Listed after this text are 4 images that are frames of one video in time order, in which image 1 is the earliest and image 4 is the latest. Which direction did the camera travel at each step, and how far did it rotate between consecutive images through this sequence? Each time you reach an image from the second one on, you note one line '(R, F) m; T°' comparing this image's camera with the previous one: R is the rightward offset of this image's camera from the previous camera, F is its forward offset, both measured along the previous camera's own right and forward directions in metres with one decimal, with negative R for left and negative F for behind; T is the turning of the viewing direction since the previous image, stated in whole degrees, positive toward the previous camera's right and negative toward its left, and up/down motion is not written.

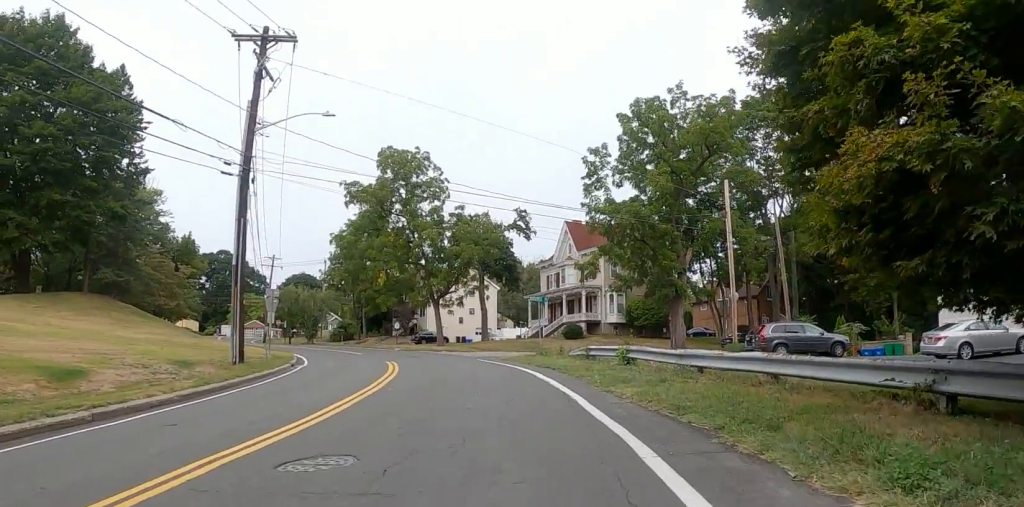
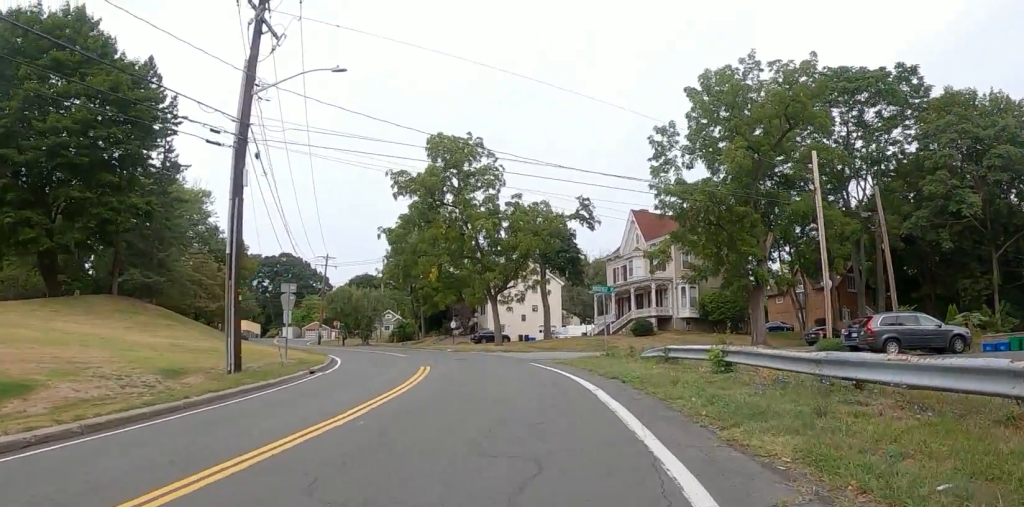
(+0.1, +5.0) m; -11°
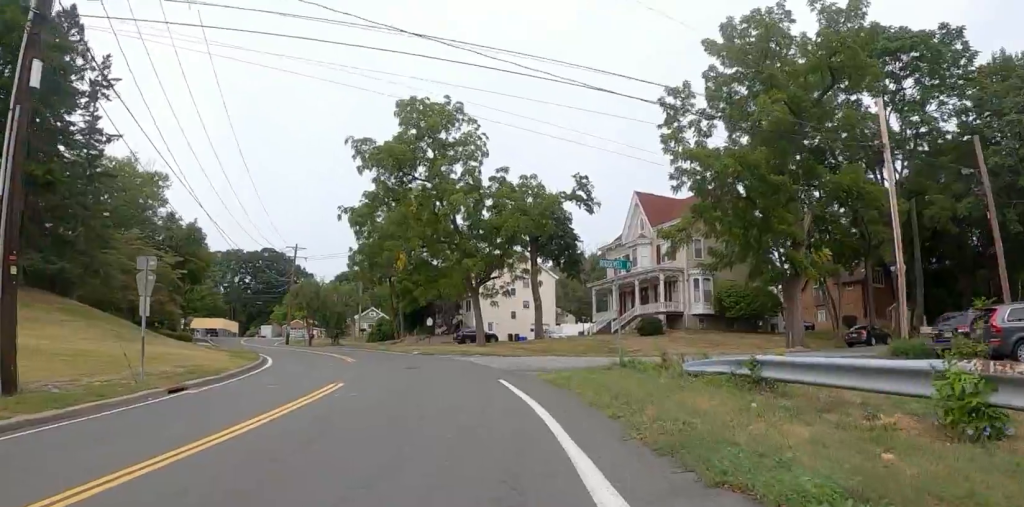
(+0.5, +7.8) m; -5°
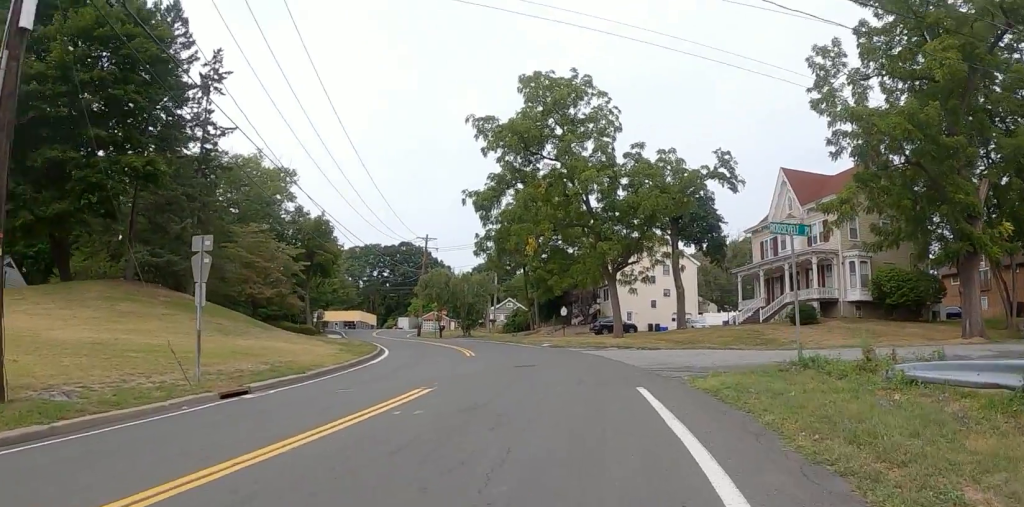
(-1.5, +3.8) m; -16°
